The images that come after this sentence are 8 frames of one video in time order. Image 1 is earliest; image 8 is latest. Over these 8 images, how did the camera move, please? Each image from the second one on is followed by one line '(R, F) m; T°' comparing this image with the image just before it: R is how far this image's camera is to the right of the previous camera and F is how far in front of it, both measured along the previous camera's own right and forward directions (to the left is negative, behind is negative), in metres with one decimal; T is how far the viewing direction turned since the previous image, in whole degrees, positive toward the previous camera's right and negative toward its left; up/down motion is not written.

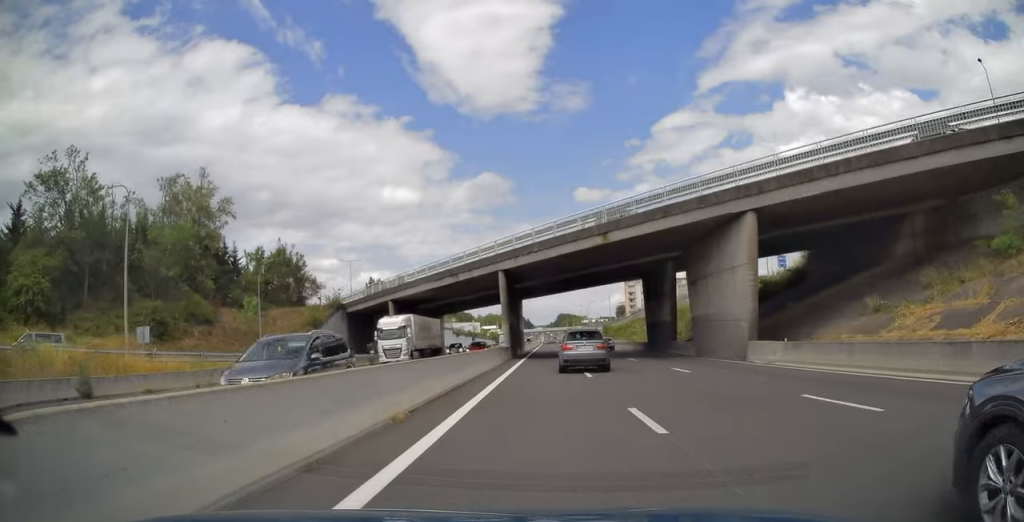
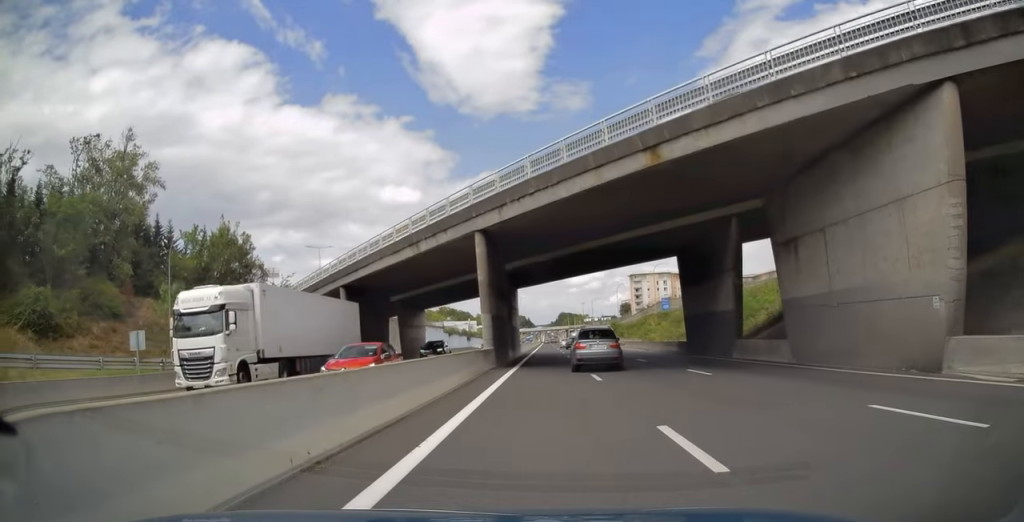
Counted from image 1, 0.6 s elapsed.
(0.0, +14.8) m; 0°
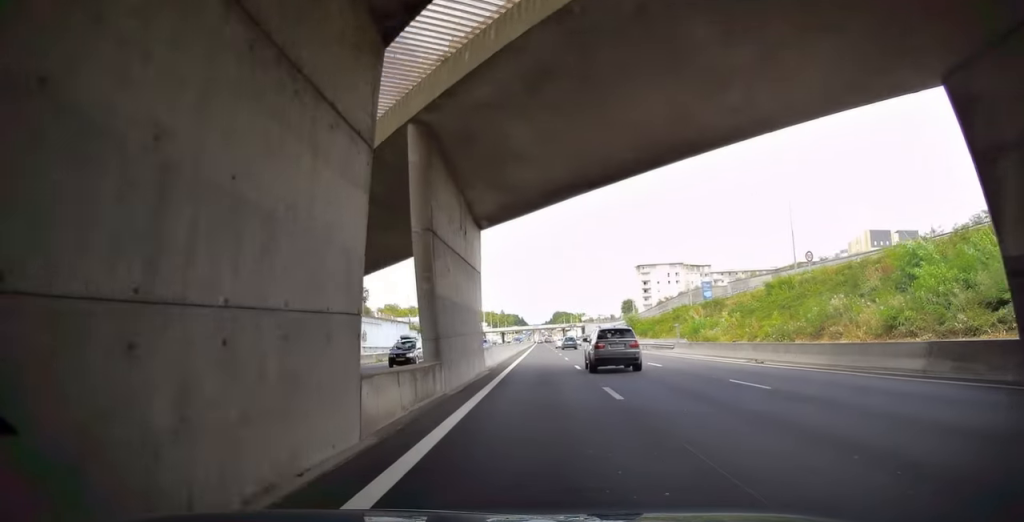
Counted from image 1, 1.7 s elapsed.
(0.0, +29.7) m; 0°
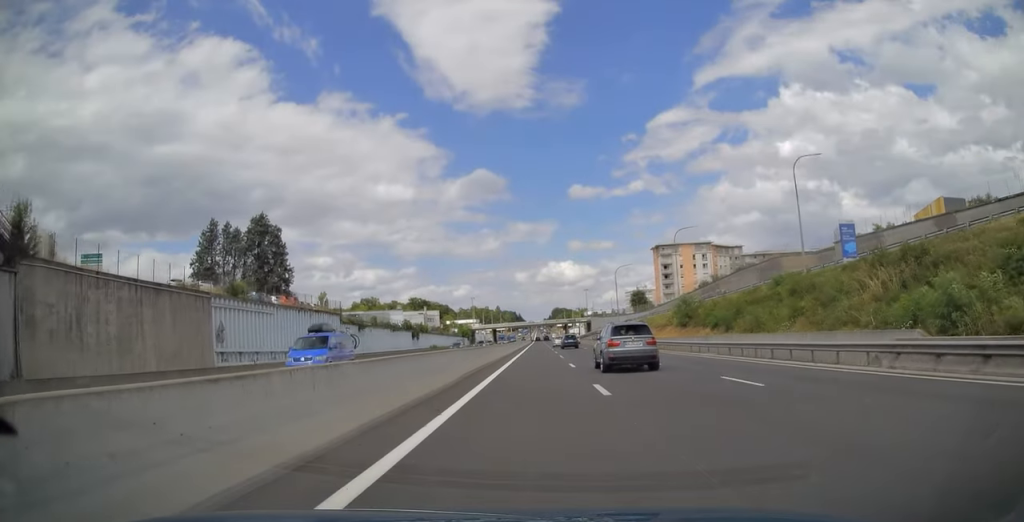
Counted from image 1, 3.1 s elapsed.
(+0.1, +34.5) m; 0°
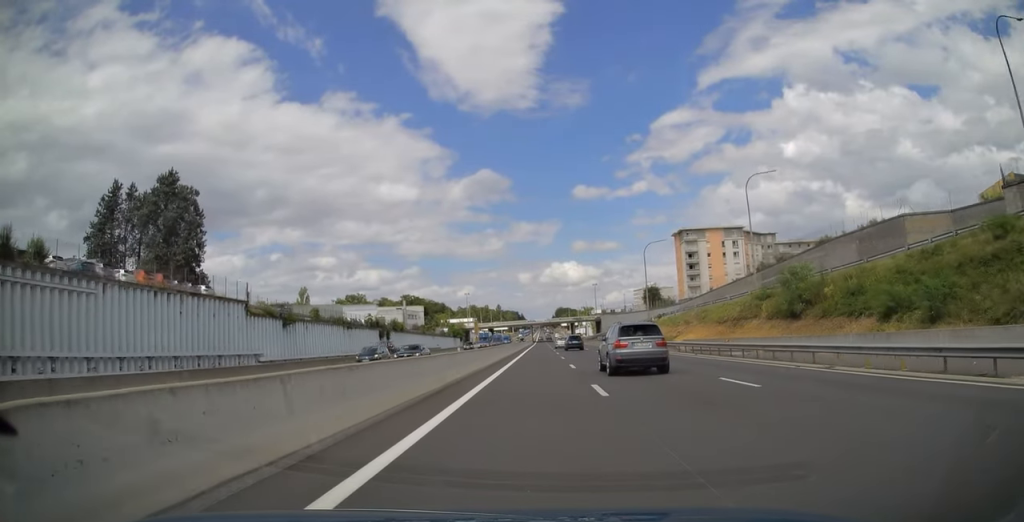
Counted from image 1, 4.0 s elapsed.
(0.0, +25.9) m; 0°
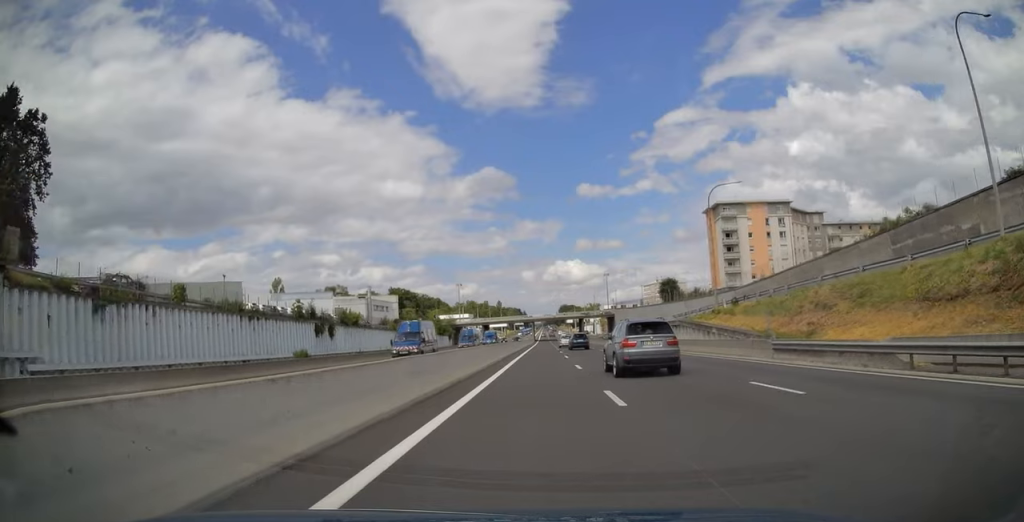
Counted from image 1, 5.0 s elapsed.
(-0.1, +31.4) m; 0°
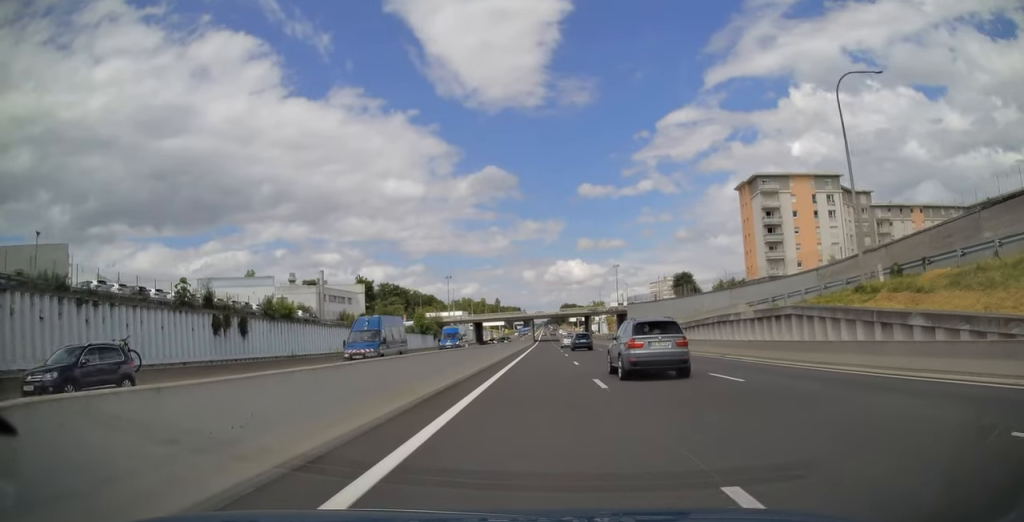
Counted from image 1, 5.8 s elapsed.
(+0.1, +23.8) m; 0°
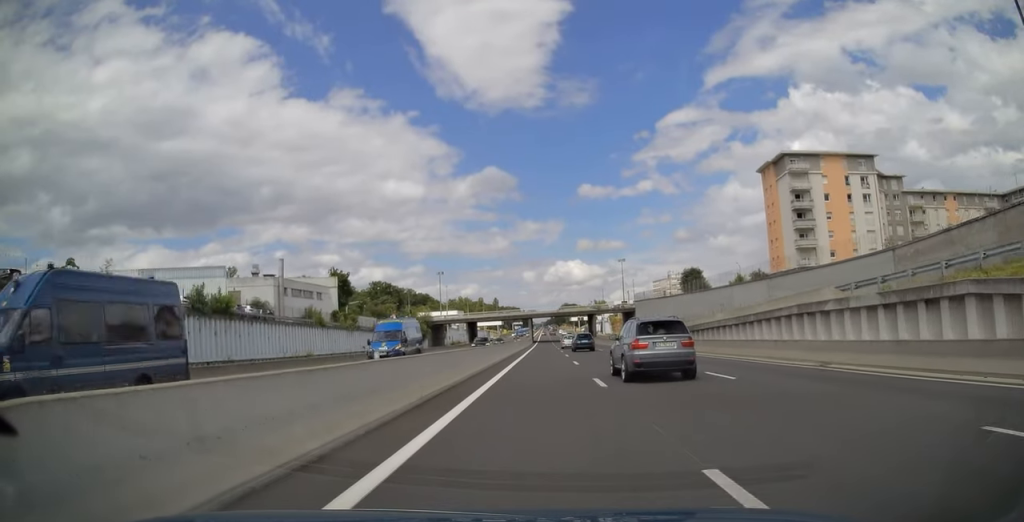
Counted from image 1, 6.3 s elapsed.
(+0.1, +13.0) m; 0°
